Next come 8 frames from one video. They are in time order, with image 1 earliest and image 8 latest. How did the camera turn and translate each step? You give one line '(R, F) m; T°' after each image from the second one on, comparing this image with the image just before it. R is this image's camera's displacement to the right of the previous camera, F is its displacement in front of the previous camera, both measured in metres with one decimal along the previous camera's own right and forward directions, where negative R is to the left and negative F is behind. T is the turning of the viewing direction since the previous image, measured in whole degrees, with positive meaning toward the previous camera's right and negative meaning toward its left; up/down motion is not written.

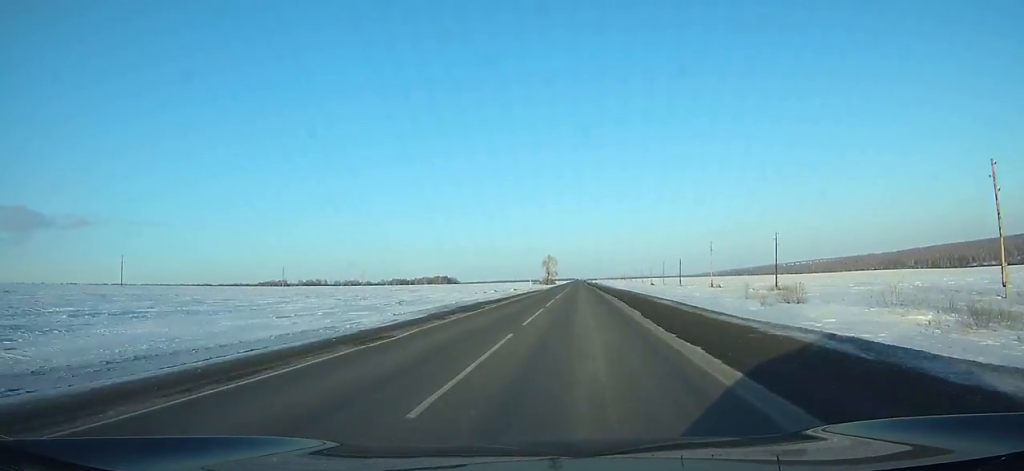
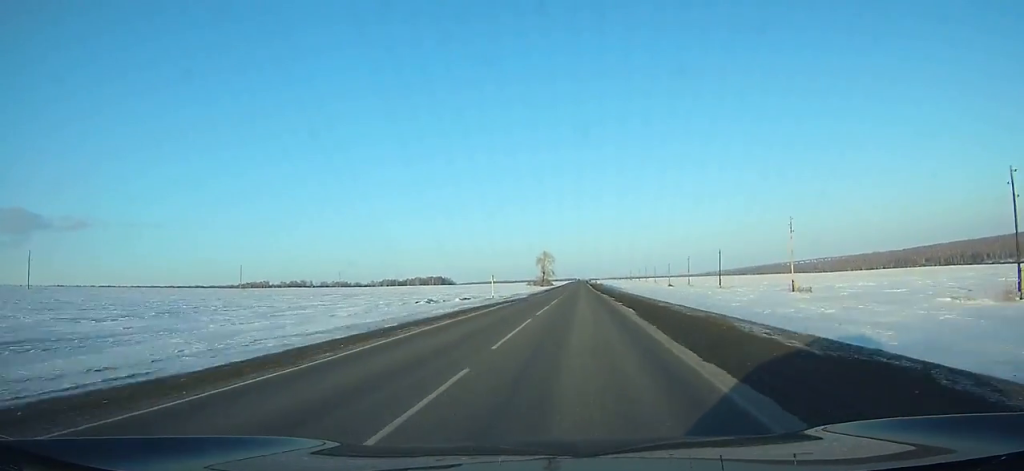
(-0.1, +53.9) m; 0°
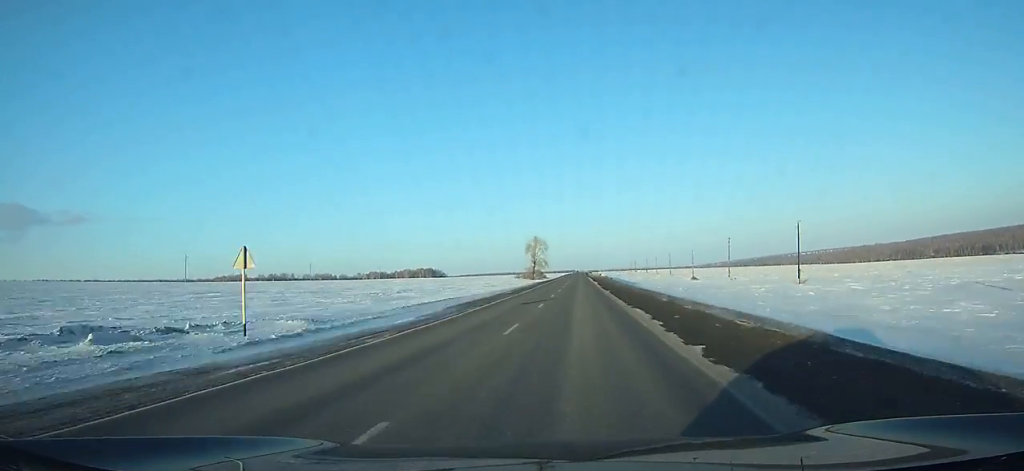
(0.0, +51.0) m; 0°
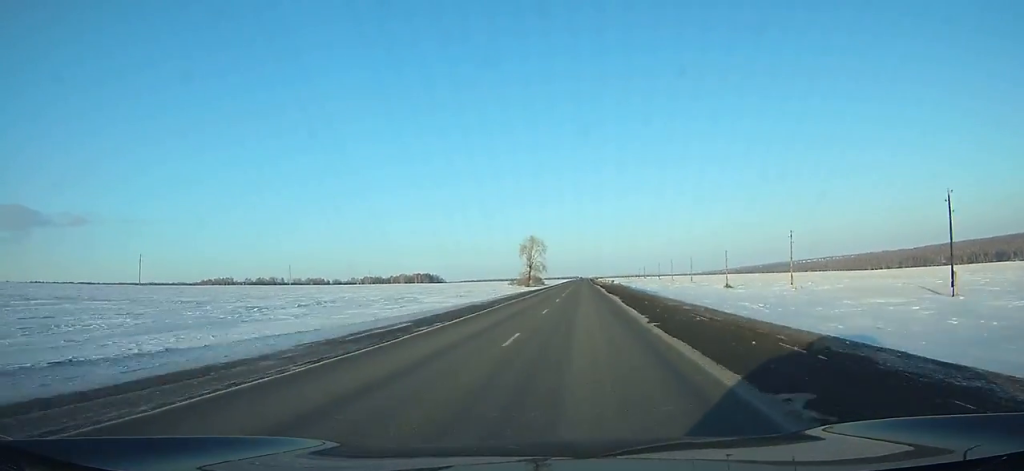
(+0.1, +39.1) m; 0°
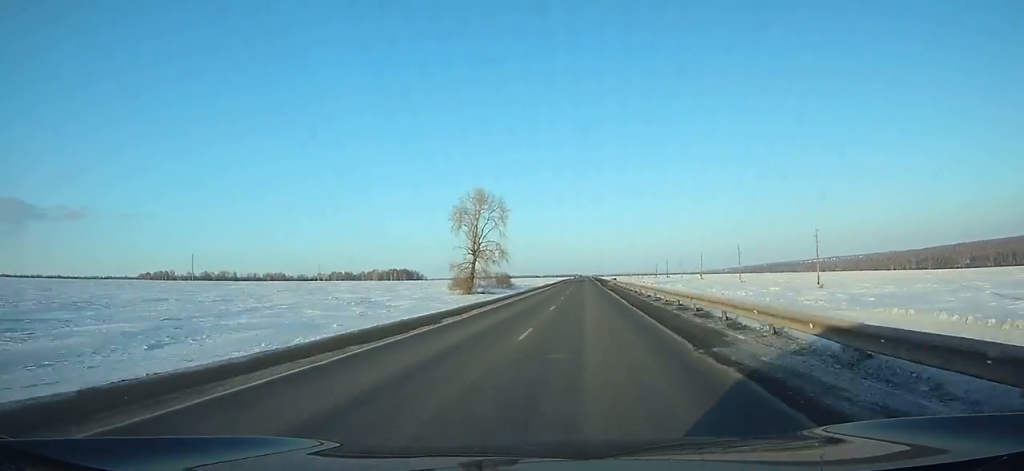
(0.0, +107.8) m; 0°
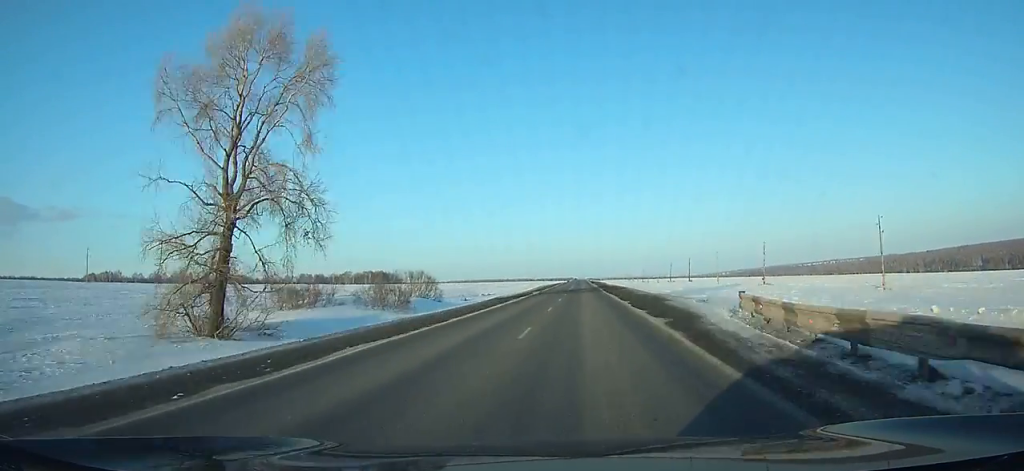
(+0.4, +71.0) m; 0°
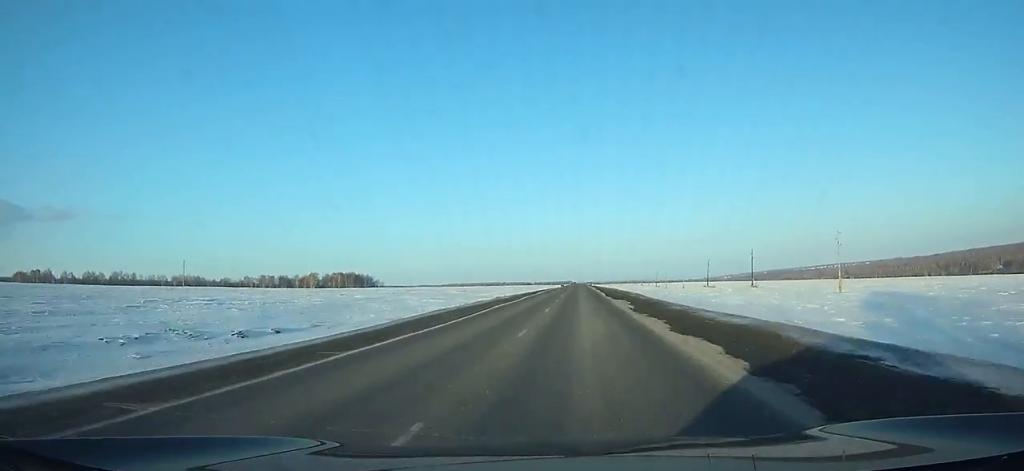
(+0.1, +81.6) m; 0°
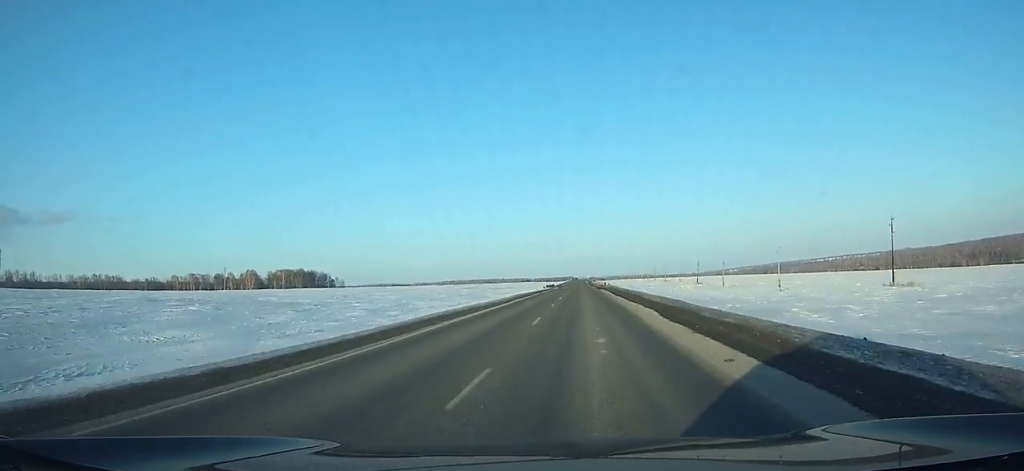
(-0.4, +117.0) m; 0°
